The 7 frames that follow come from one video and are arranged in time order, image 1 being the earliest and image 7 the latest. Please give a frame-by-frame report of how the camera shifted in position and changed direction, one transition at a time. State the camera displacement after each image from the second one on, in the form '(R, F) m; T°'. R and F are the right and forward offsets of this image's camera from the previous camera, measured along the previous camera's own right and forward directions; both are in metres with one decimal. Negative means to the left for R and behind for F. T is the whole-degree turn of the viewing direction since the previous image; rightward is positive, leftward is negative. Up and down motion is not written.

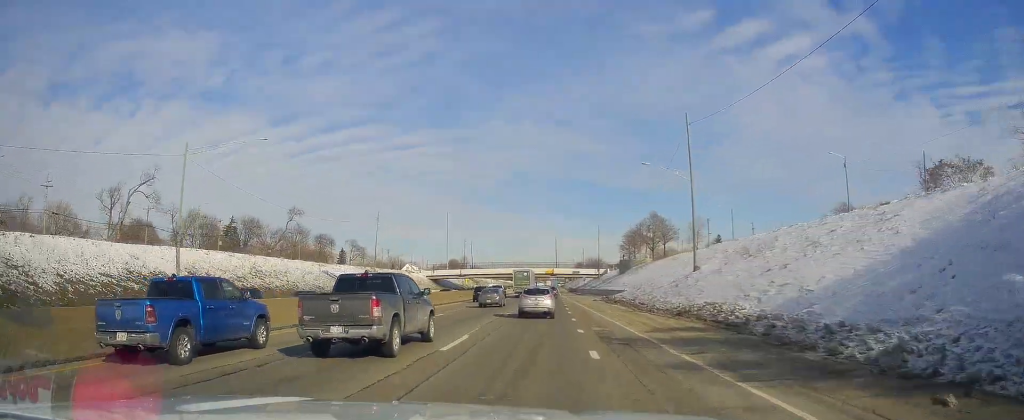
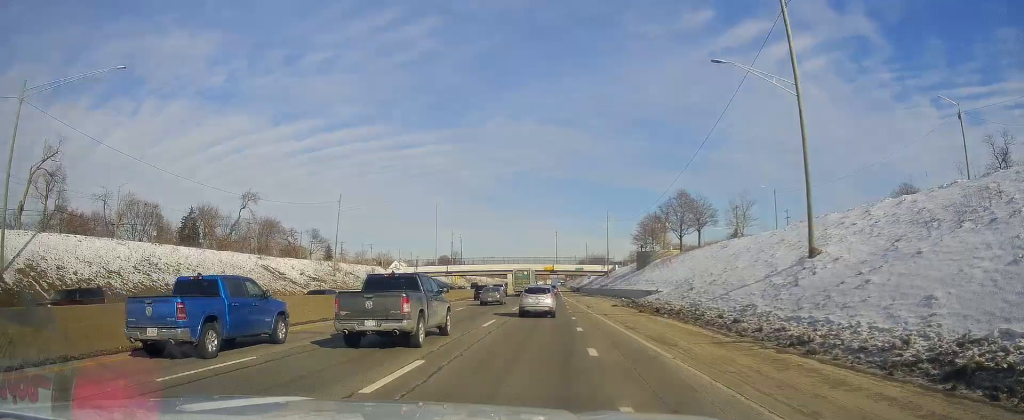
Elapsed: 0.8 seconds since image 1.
(-0.2, +22.8) m; -1°
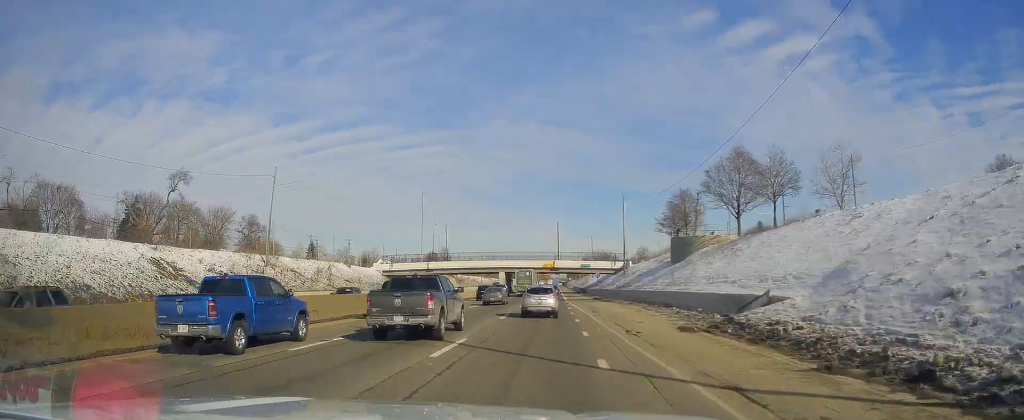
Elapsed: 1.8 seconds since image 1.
(-0.3, +25.2) m; +1°
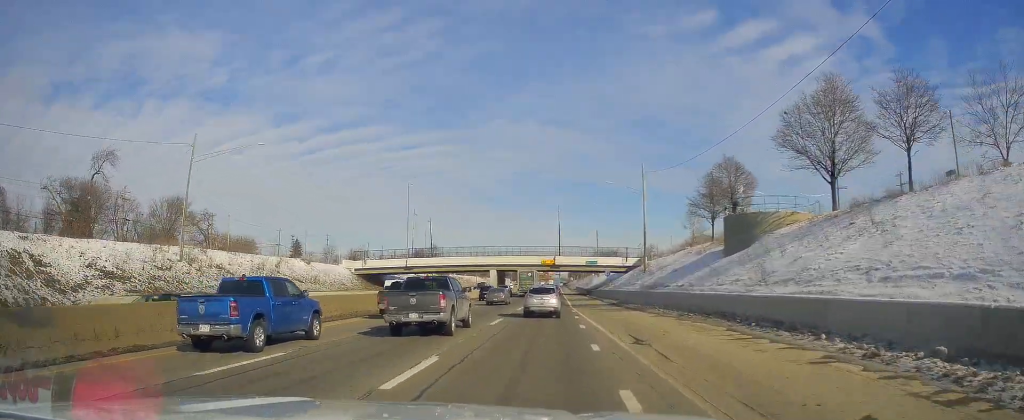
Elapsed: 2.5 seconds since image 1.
(+0.7, +19.7) m; +1°
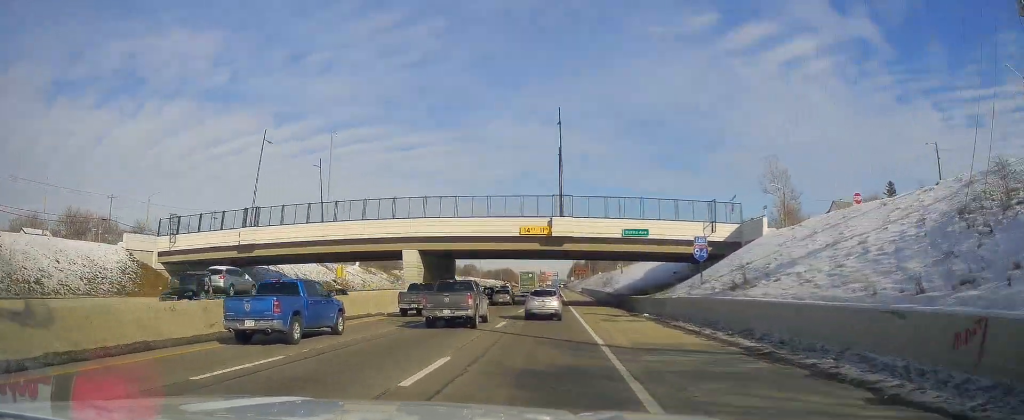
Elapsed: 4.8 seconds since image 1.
(-0.7, +61.3) m; 0°
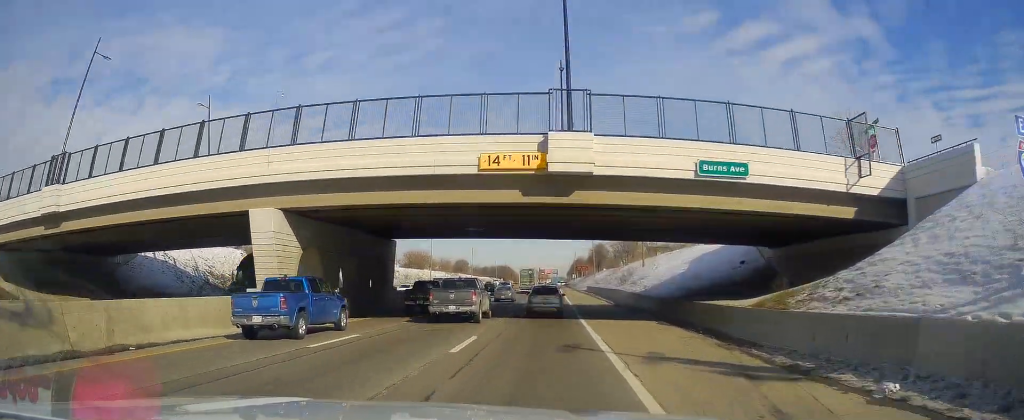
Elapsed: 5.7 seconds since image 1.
(0.0, +24.9) m; -1°
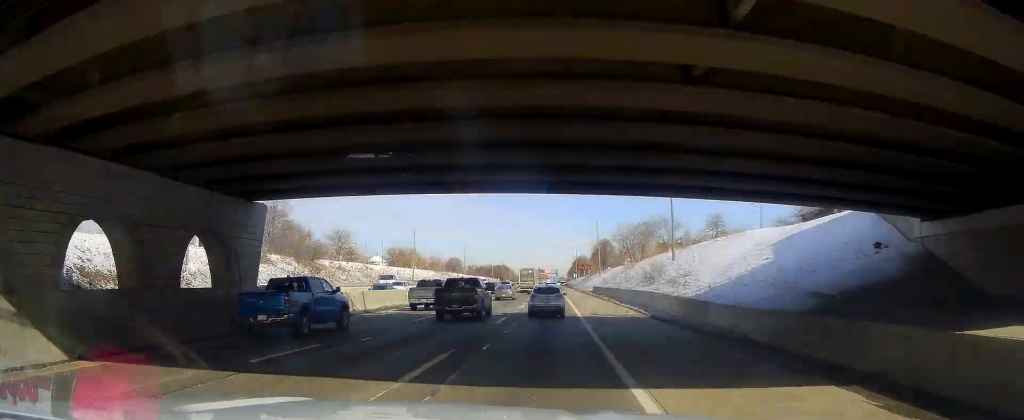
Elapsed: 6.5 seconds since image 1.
(-0.5, +19.6) m; 0°
